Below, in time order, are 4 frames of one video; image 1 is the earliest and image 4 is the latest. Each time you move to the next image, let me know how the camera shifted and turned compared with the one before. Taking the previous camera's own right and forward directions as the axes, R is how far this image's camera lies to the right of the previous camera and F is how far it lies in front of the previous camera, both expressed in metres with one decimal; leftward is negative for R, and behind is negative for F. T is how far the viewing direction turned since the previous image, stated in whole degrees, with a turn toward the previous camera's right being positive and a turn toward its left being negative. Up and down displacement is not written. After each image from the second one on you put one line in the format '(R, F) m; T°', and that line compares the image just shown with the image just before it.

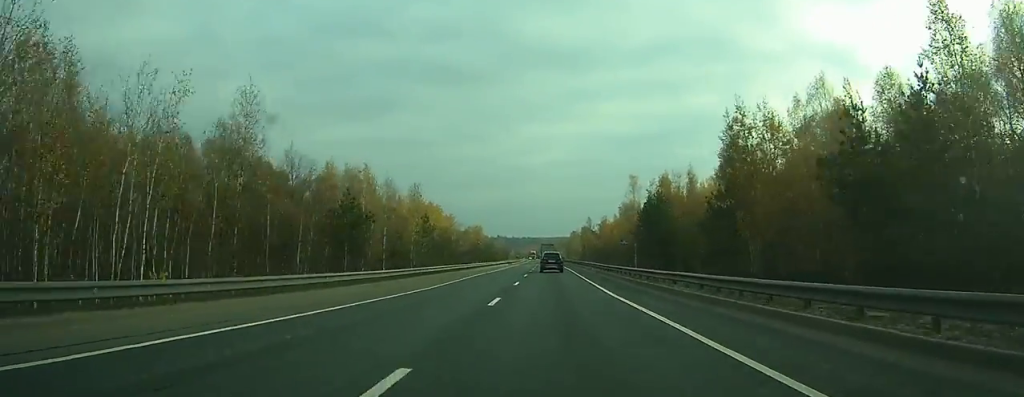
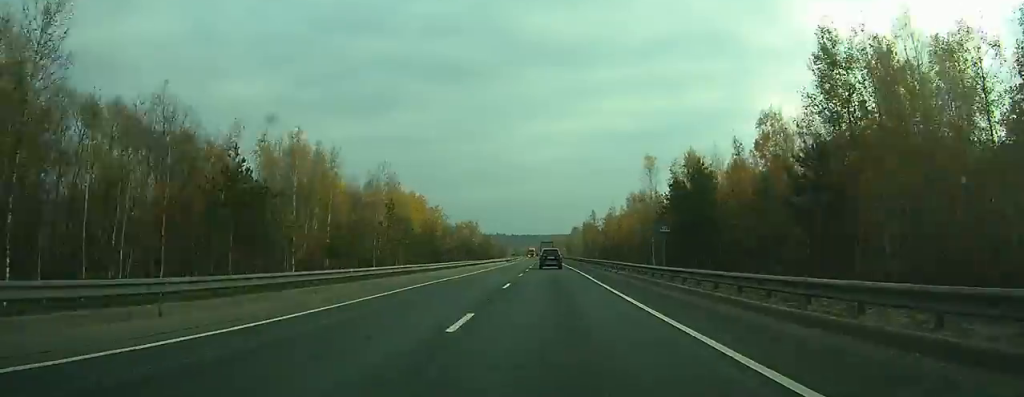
(0.0, +20.0) m; 0°
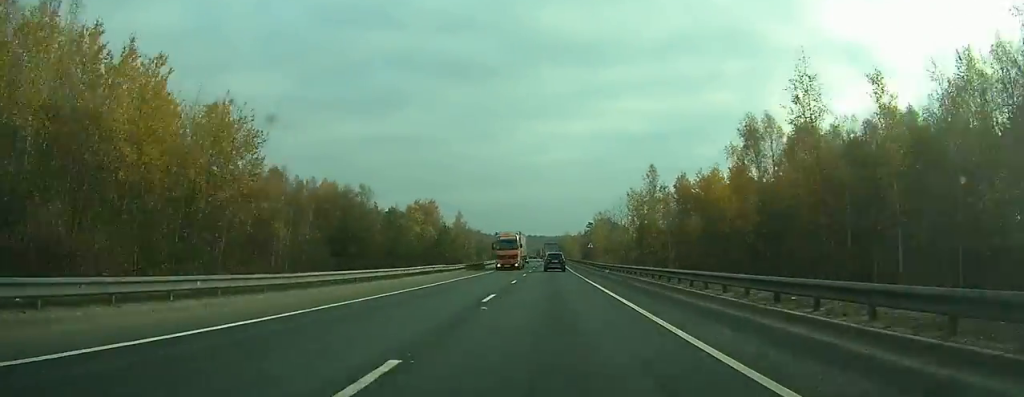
(-0.7, +102.3) m; -1°
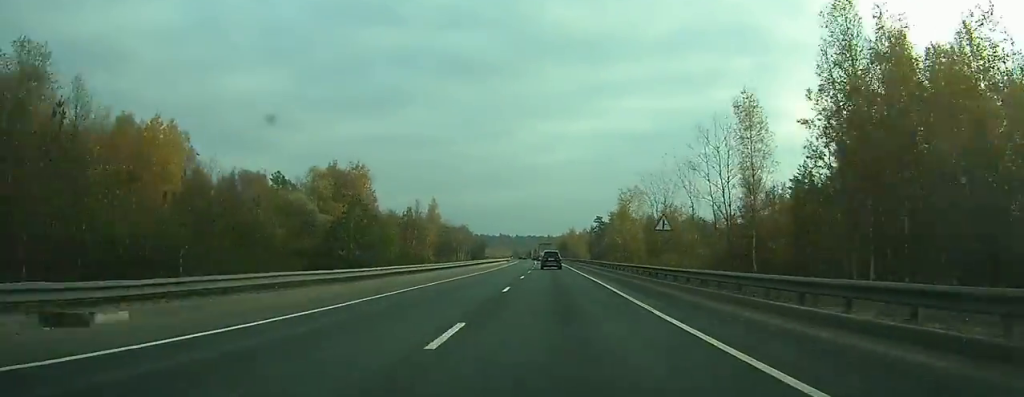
(-0.2, +58.9) m; 0°
